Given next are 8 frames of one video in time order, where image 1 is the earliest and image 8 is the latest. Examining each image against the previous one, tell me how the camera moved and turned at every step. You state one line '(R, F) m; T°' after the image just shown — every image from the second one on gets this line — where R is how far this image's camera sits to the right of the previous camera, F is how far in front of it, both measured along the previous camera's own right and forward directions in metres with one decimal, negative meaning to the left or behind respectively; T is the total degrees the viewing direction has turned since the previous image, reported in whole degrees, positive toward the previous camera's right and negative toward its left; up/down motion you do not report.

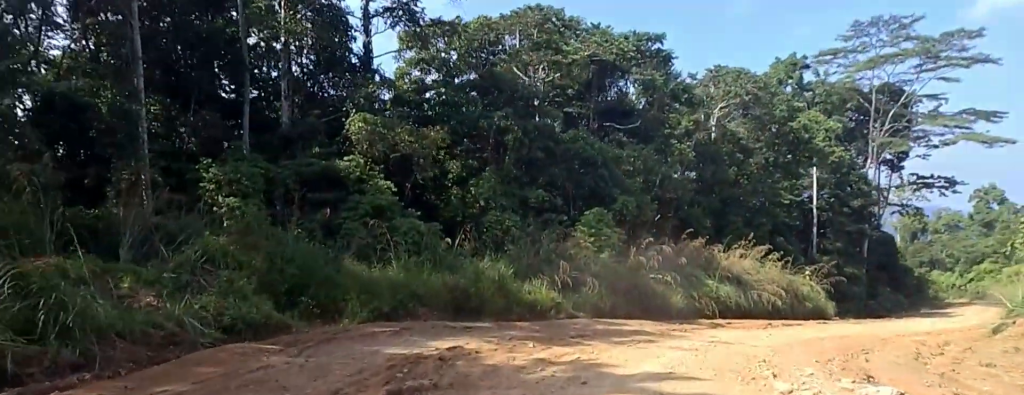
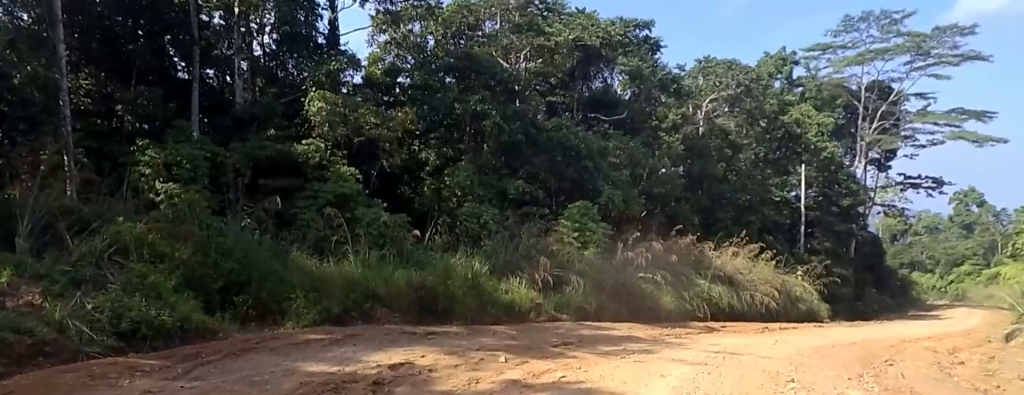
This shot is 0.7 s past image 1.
(0.0, +3.2) m; +7°
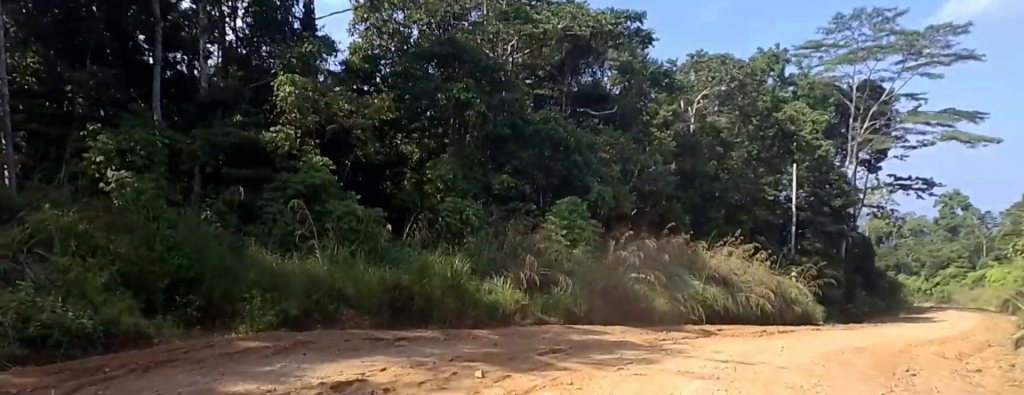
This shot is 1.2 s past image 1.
(+0.3, +2.2) m; +4°
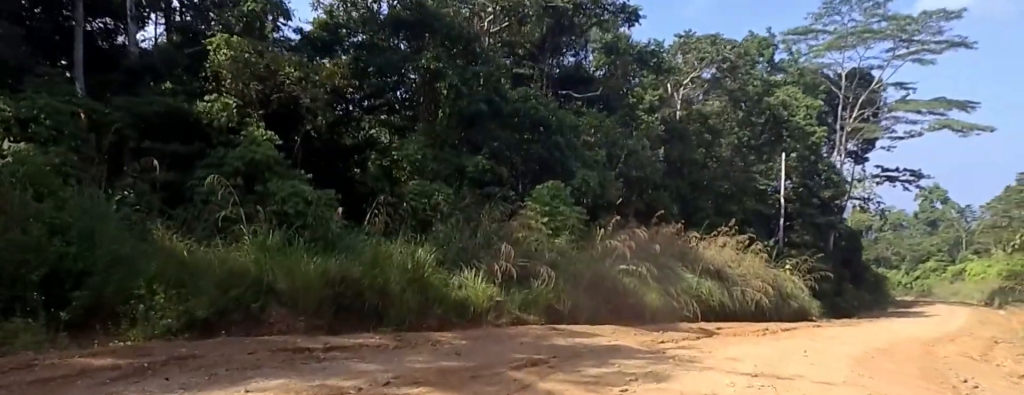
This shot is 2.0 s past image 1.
(+0.2, +3.7) m; +4°
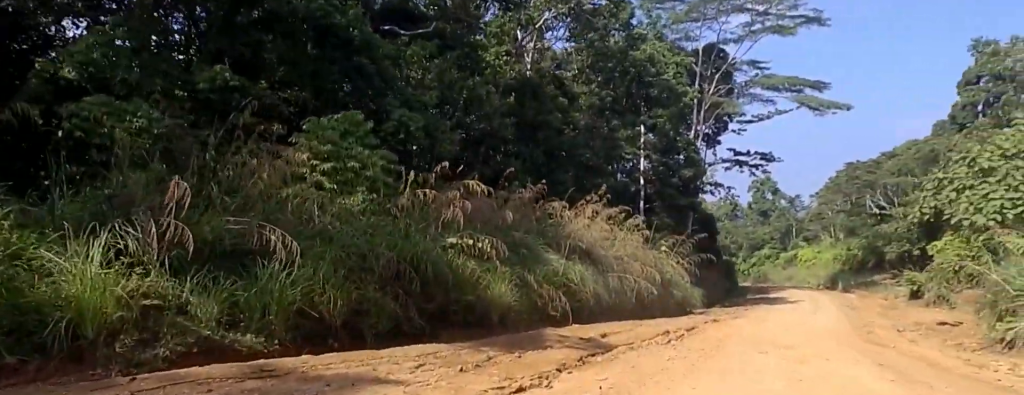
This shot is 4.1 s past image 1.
(0.0, +11.4) m; +6°
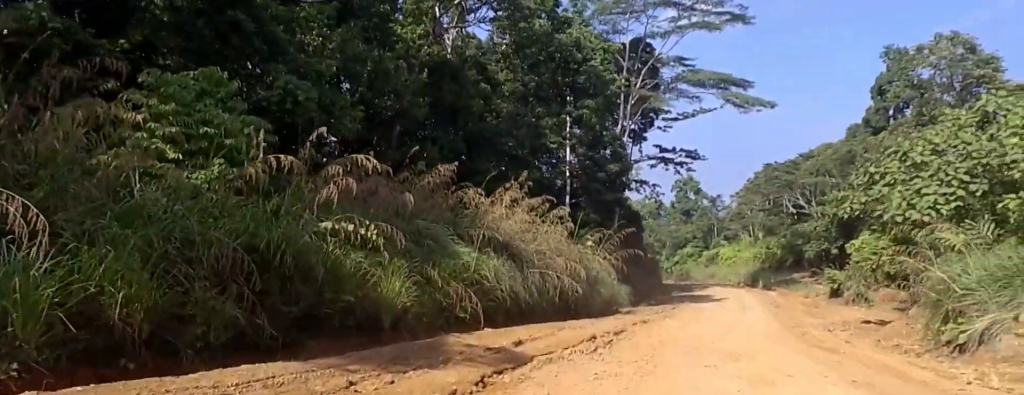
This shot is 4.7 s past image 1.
(-0.2, +3.1) m; +6°
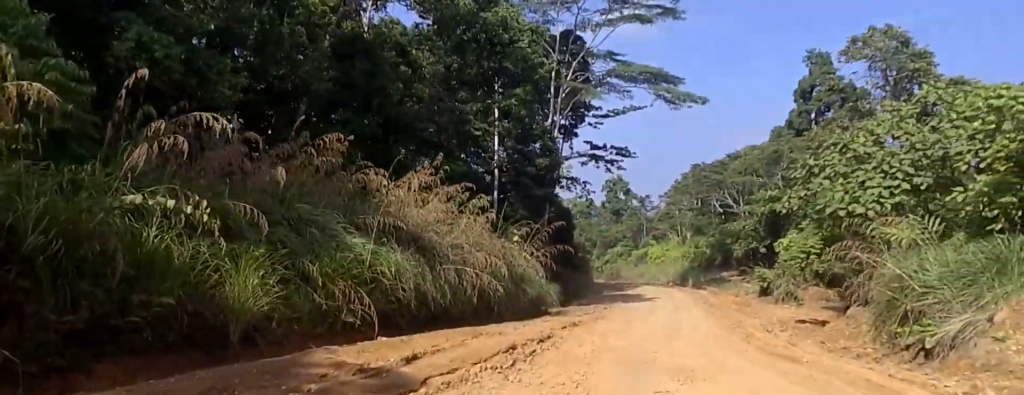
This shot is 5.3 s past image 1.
(+0.6, +3.2) m; +6°
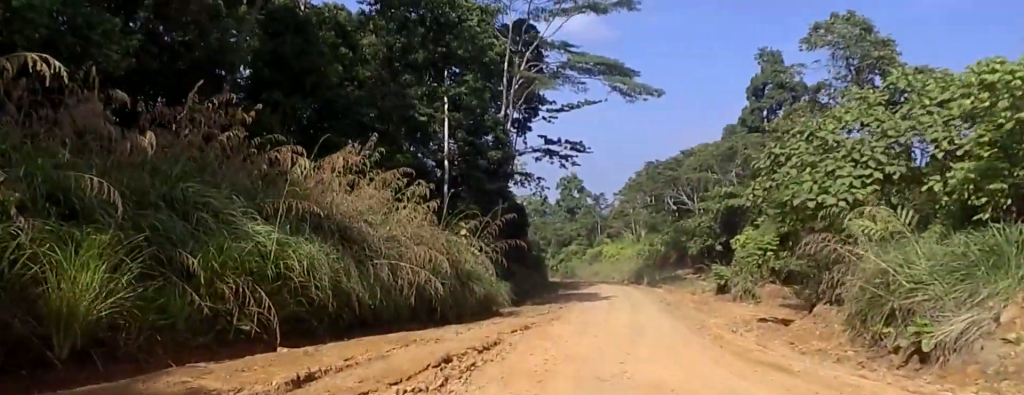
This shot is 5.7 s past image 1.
(+0.2, +2.5) m; +4°
